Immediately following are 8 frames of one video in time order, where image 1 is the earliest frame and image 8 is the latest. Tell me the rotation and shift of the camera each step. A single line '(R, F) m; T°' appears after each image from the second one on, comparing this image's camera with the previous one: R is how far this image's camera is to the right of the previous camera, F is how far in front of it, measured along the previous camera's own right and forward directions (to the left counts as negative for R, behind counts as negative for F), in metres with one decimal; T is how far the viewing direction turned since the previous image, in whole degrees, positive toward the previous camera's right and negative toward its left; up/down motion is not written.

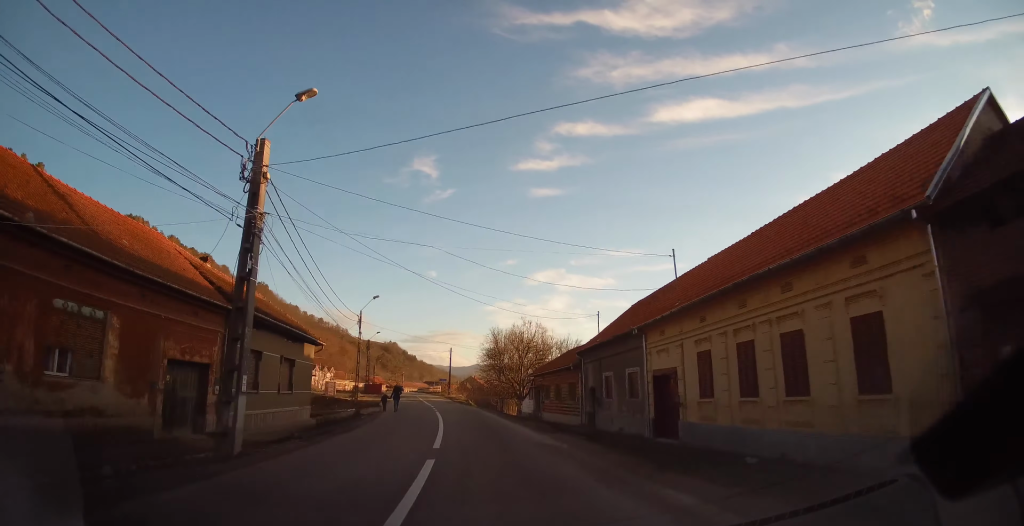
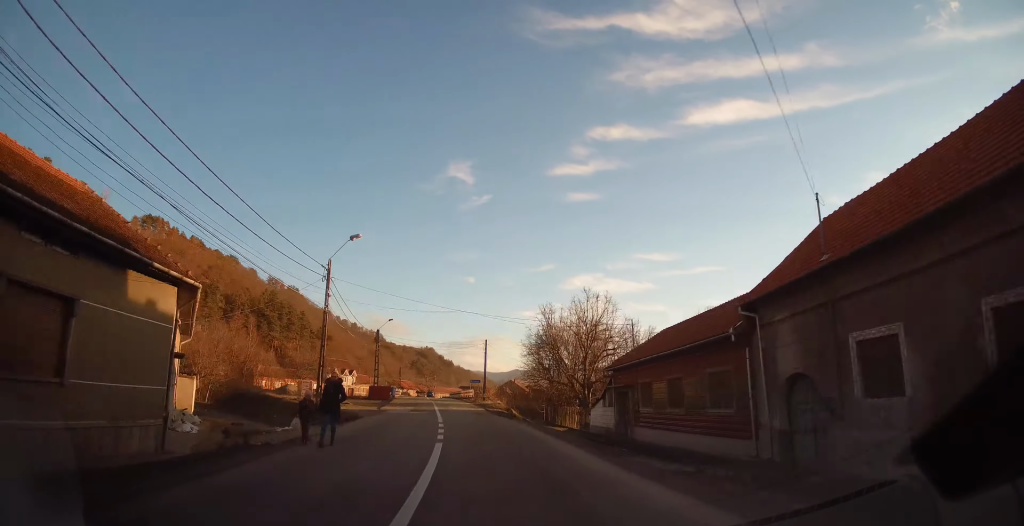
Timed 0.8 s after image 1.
(-0.4, +19.3) m; -3°
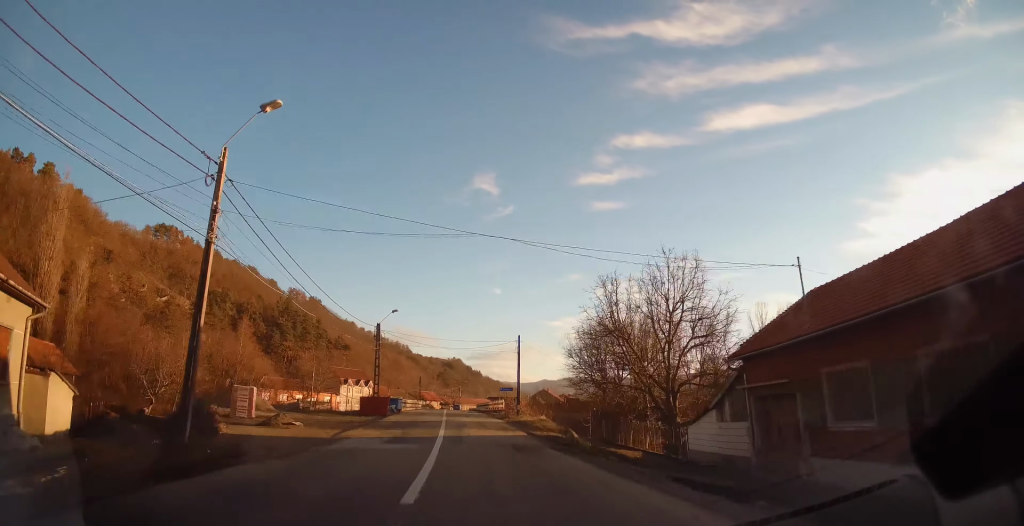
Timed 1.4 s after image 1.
(-0.5, +14.6) m; -2°
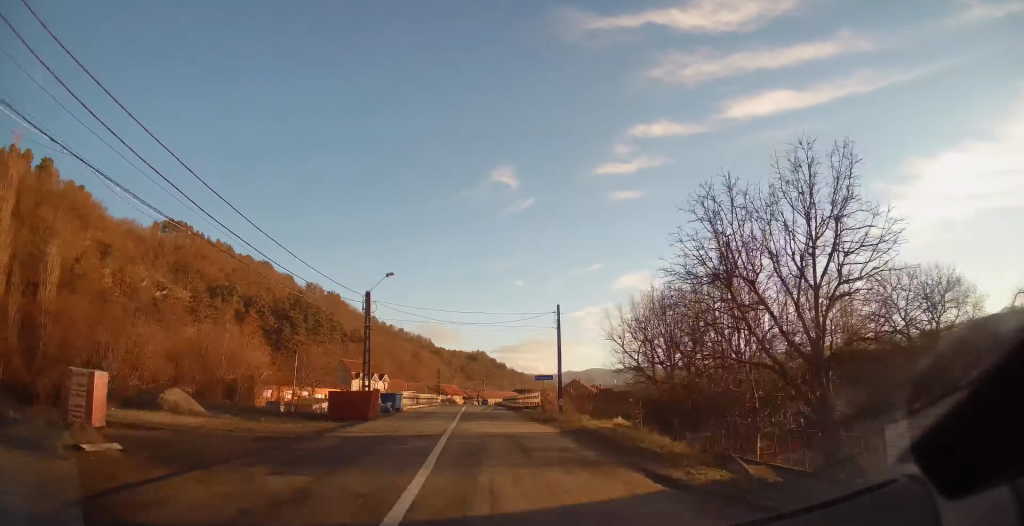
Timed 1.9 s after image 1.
(-0.2, +12.8) m; -1°
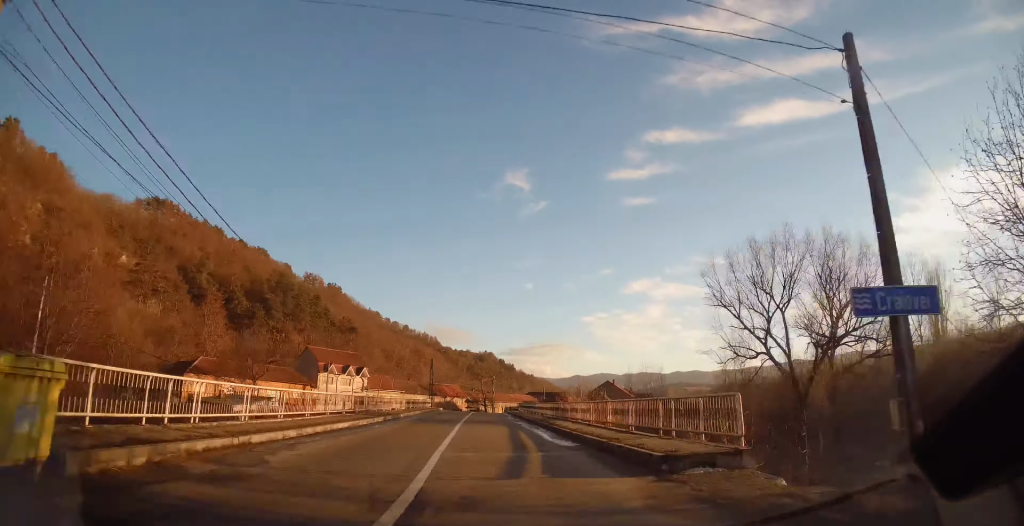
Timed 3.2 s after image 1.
(-0.8, +30.0) m; -2°
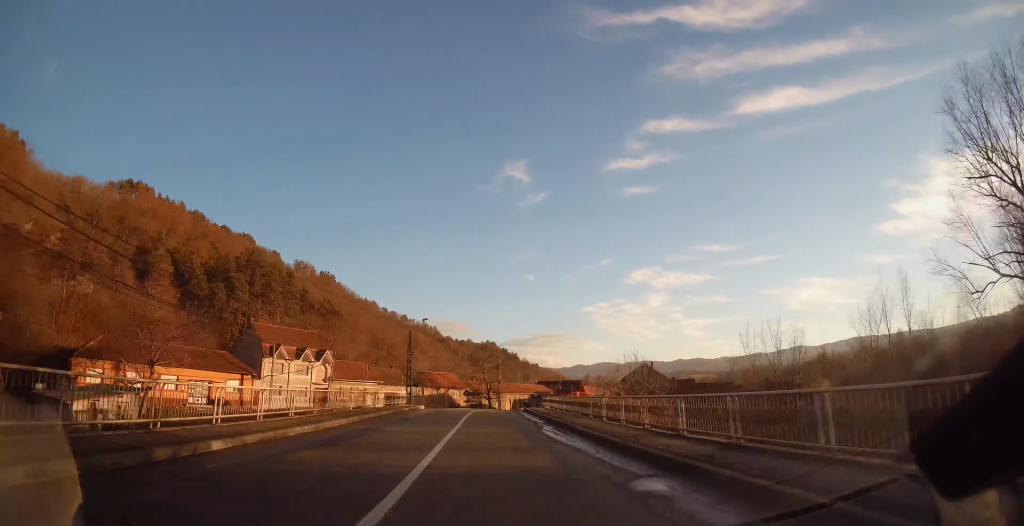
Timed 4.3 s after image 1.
(0.0, +23.8) m; +1°
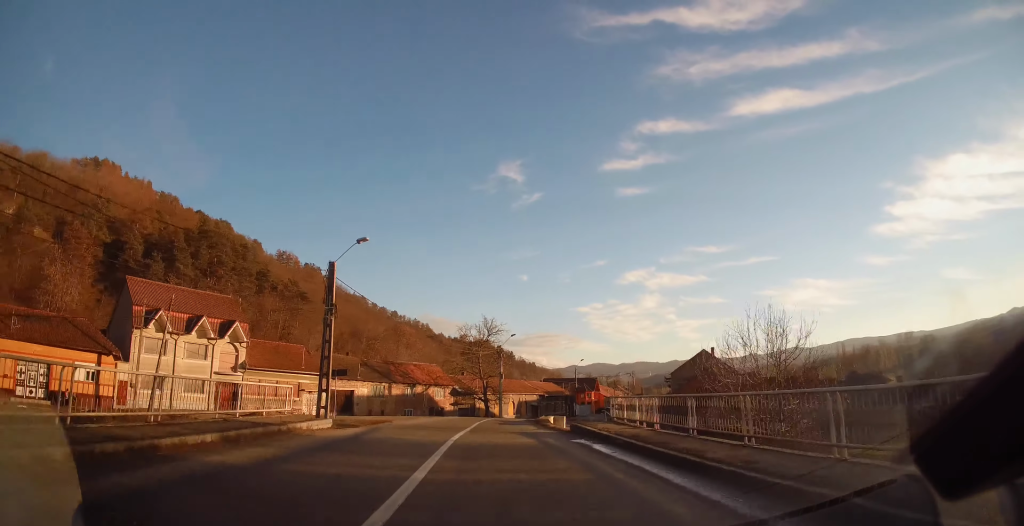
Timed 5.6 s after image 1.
(+0.1, +25.1) m; +1°
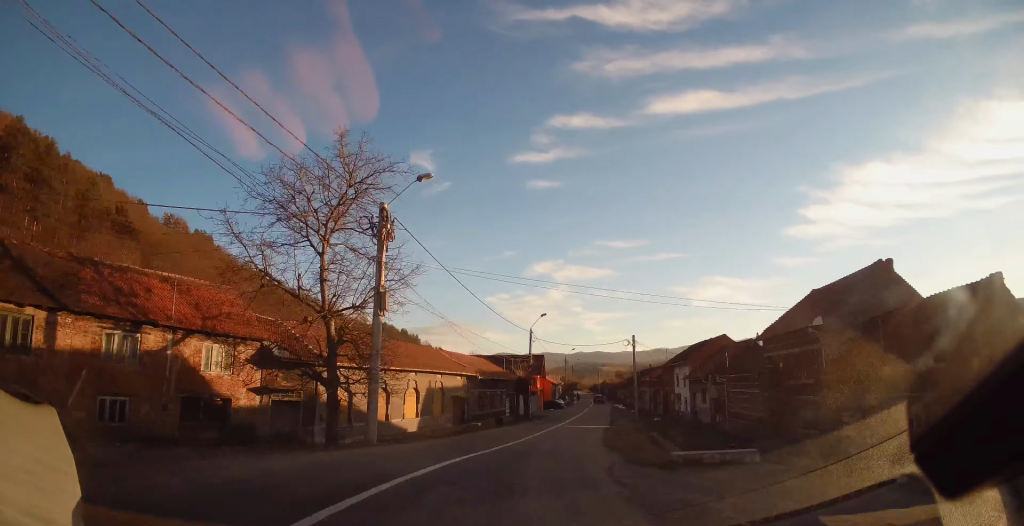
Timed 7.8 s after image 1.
(+3.6, +42.1) m; +14°
